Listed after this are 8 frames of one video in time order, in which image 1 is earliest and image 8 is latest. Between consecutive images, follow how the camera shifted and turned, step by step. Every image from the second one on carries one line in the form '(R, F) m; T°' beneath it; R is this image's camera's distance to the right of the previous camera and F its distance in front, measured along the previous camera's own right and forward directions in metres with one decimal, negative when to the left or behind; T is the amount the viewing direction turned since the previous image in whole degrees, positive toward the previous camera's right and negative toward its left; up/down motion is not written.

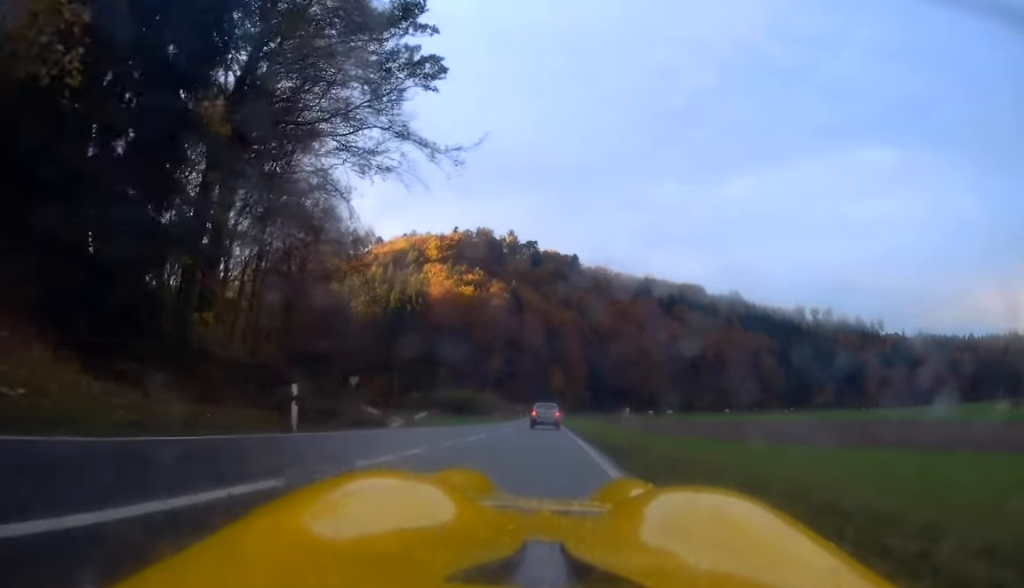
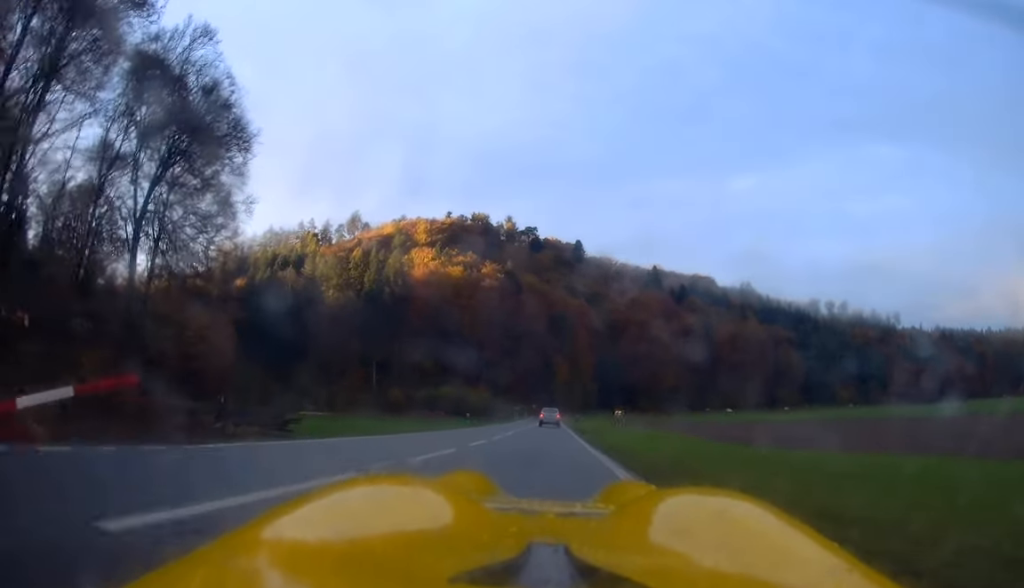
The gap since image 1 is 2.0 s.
(+0.3, +30.3) m; +1°
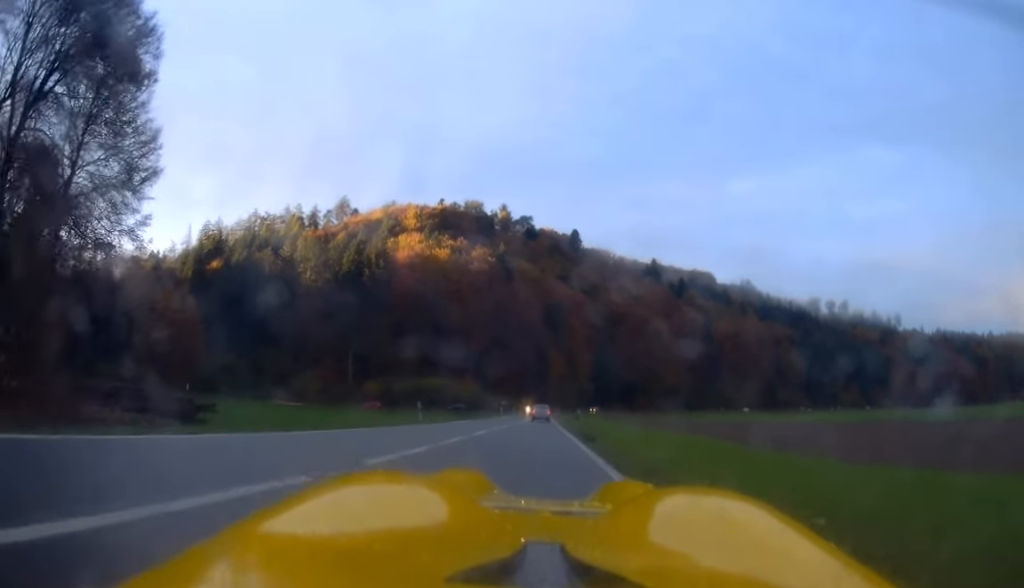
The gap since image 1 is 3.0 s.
(0.0, +14.2) m; 0°
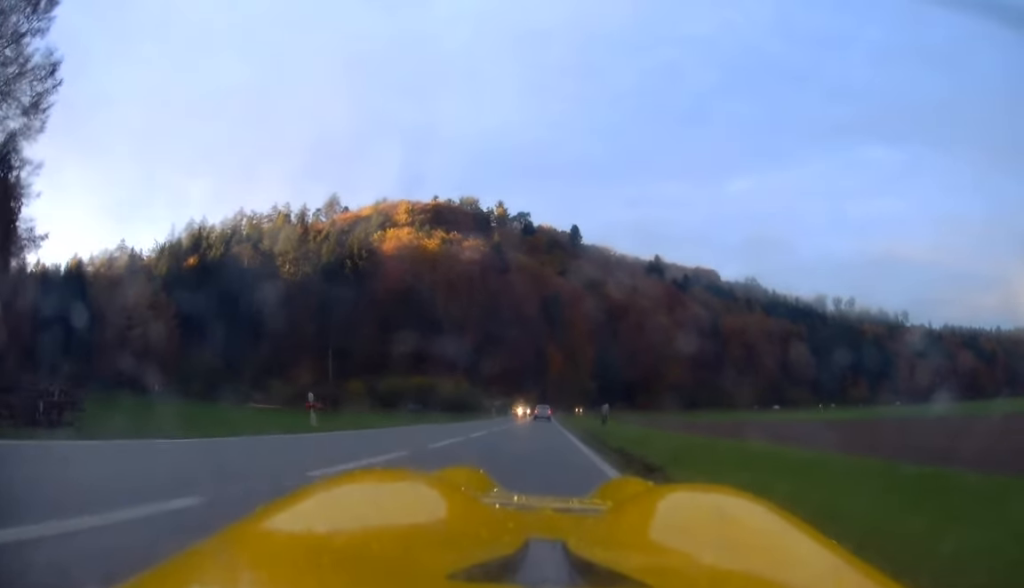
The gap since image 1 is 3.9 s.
(0.0, +14.6) m; 0°
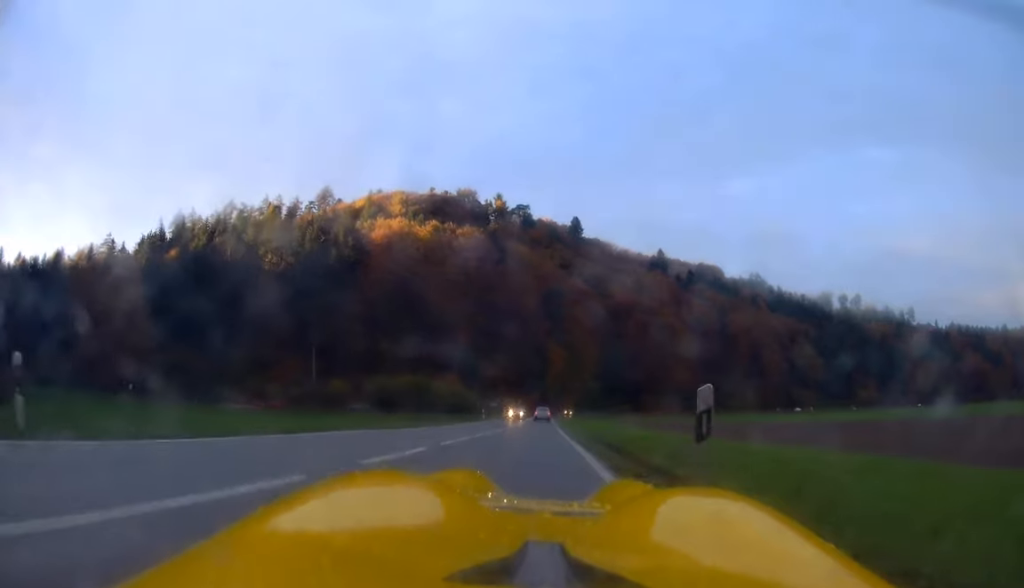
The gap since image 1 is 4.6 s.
(-0.2, +10.3) m; 0°
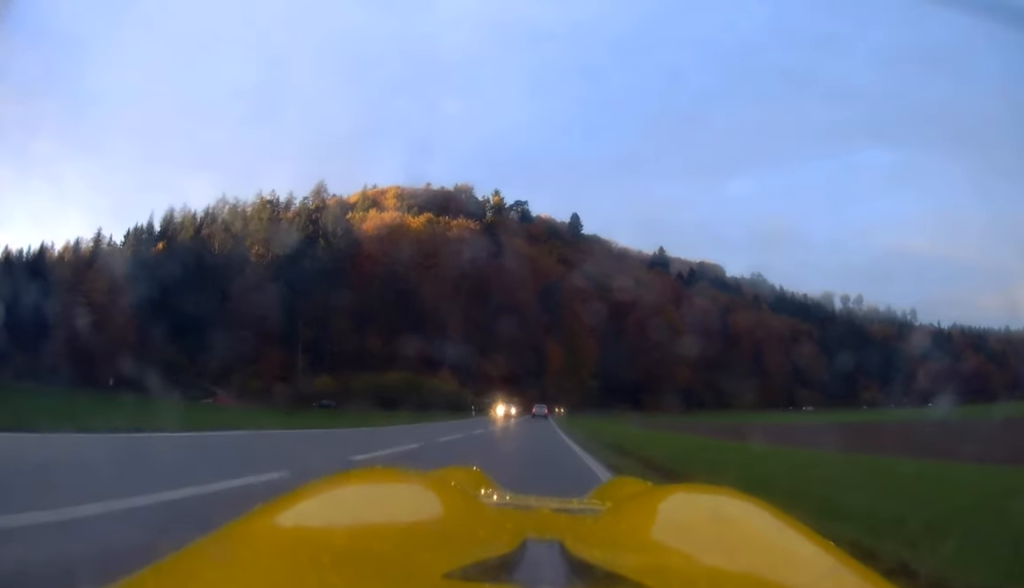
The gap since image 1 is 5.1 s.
(+0.2, +6.2) m; 0°
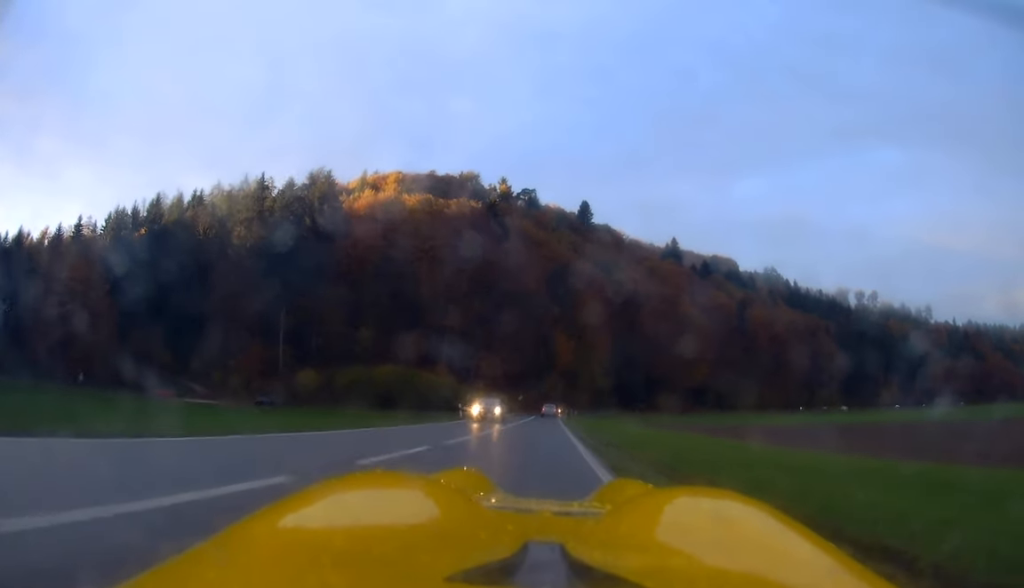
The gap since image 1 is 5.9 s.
(+0.1, +11.7) m; 0°
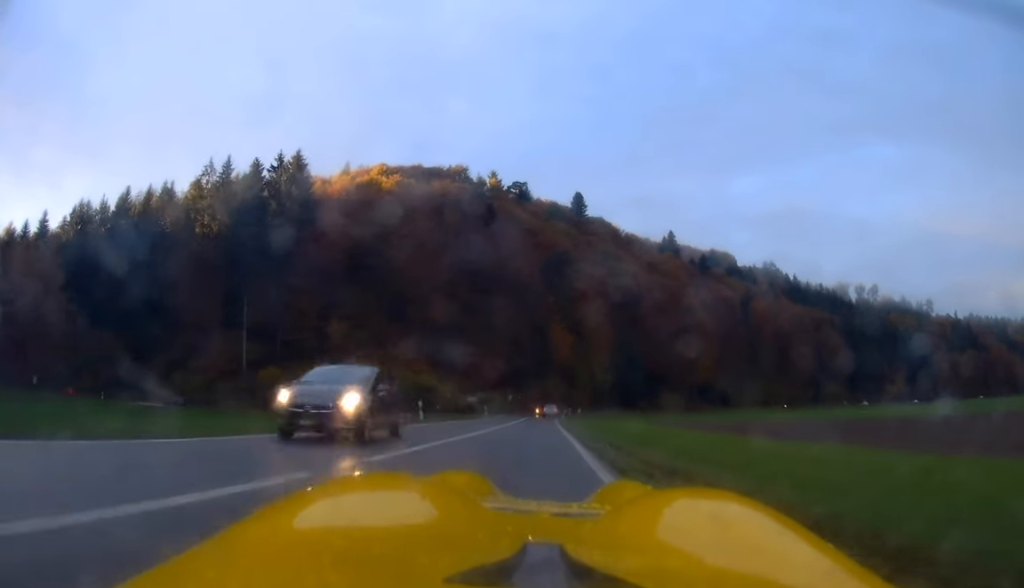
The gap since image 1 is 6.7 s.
(-0.1, +11.1) m; 0°
